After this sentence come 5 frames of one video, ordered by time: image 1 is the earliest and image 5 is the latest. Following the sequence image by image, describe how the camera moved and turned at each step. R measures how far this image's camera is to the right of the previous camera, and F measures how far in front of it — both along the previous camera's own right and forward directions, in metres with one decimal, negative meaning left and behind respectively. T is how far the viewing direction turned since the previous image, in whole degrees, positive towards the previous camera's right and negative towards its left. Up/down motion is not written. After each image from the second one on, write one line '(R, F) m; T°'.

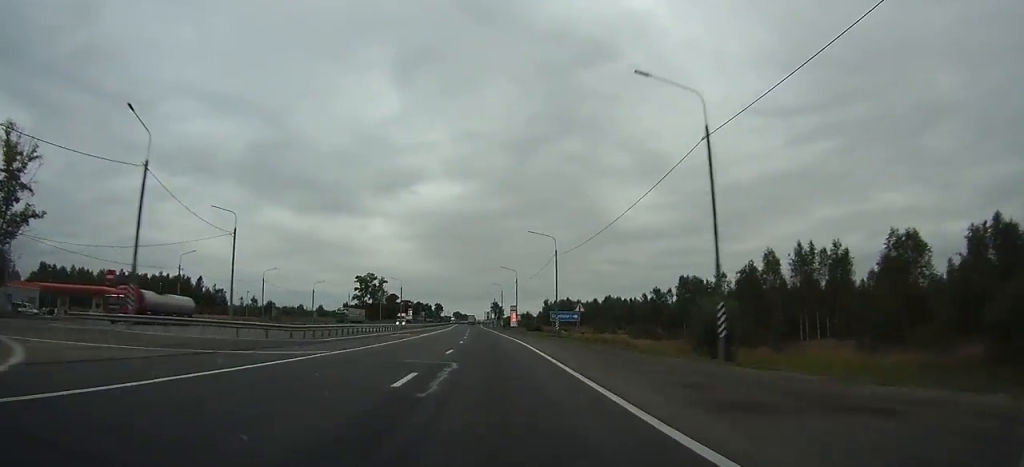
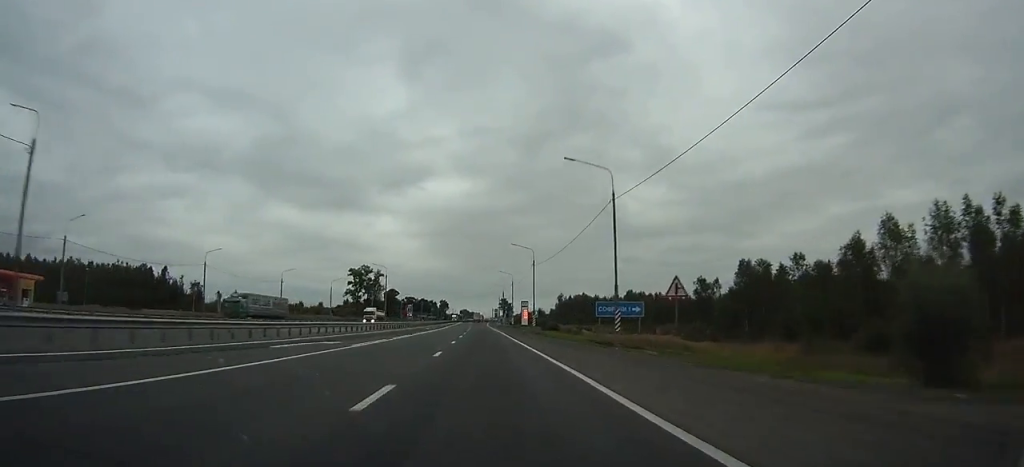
(-0.2, +27.2) m; -1°
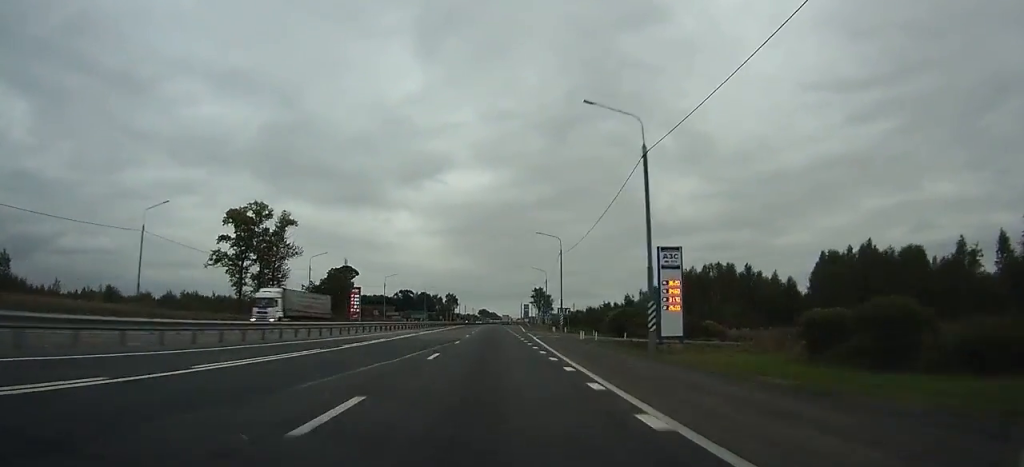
(-4.8, +134.7) m; -3°
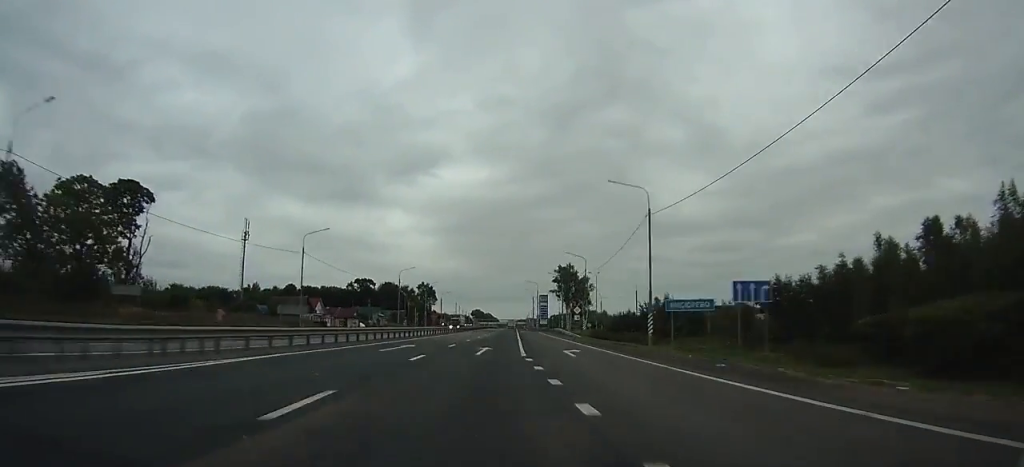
(-0.3, +107.4) m; 0°
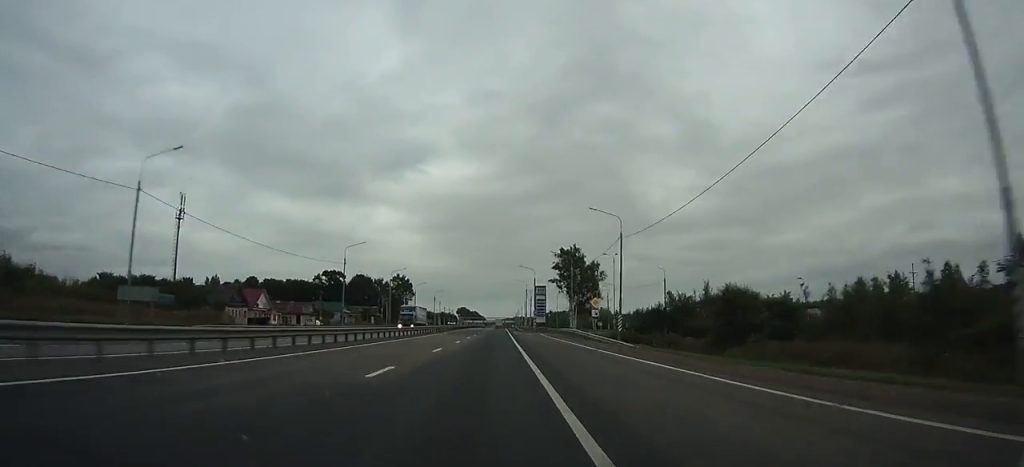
(+0.1, +30.1) m; +1°
